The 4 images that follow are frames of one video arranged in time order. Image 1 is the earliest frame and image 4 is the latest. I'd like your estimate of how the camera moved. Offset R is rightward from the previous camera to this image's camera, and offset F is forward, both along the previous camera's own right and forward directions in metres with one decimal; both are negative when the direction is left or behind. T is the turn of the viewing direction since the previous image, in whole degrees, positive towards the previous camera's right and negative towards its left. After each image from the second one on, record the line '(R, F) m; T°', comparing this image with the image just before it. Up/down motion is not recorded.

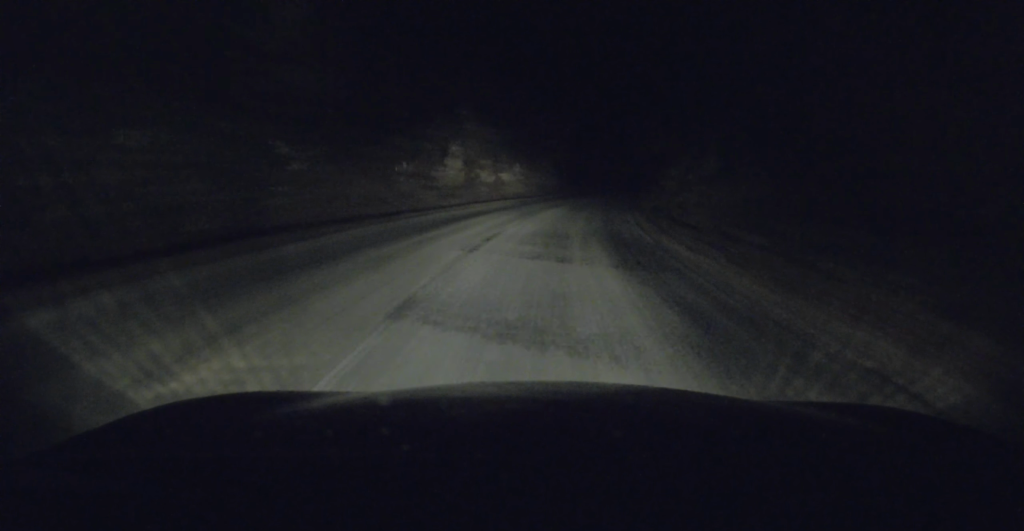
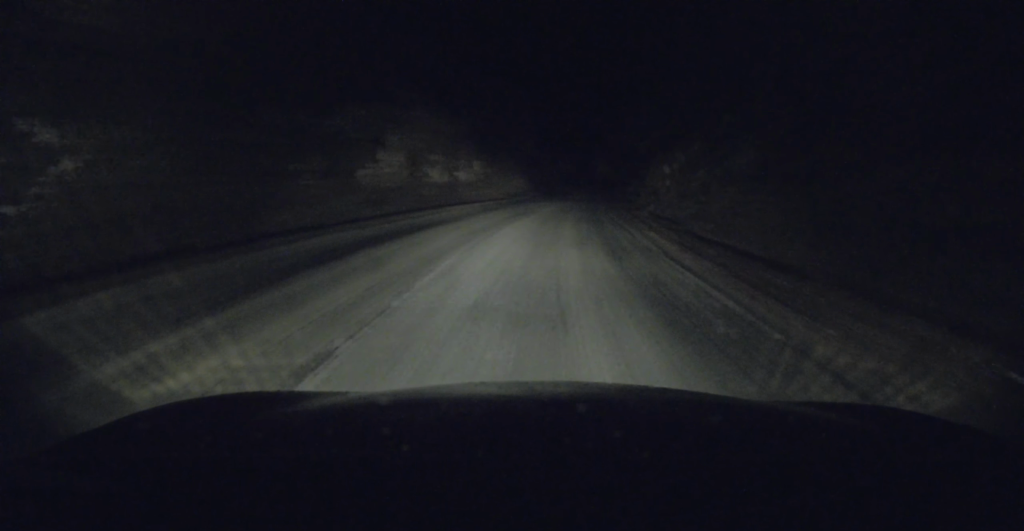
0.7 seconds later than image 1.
(+0.1, +9.2) m; +3°
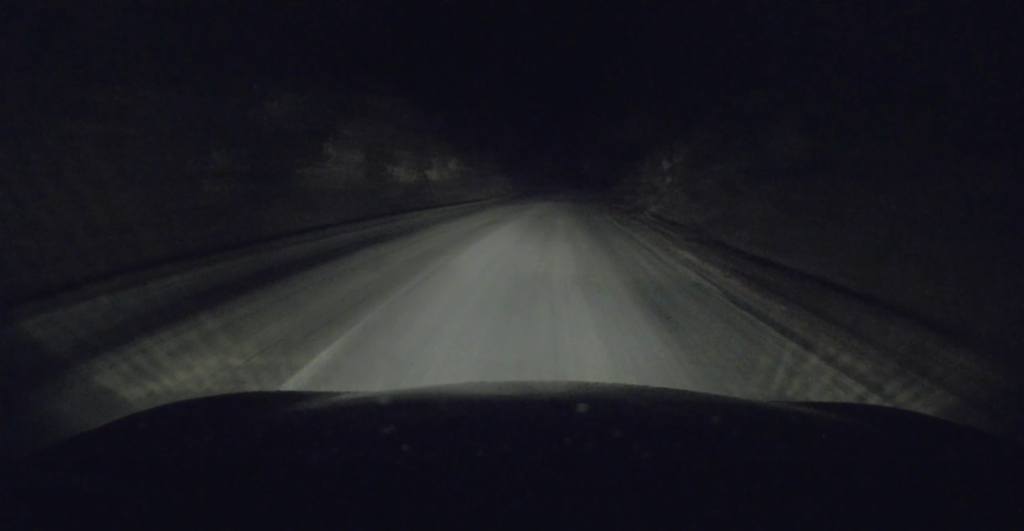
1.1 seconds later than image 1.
(+0.1, +5.1) m; +2°
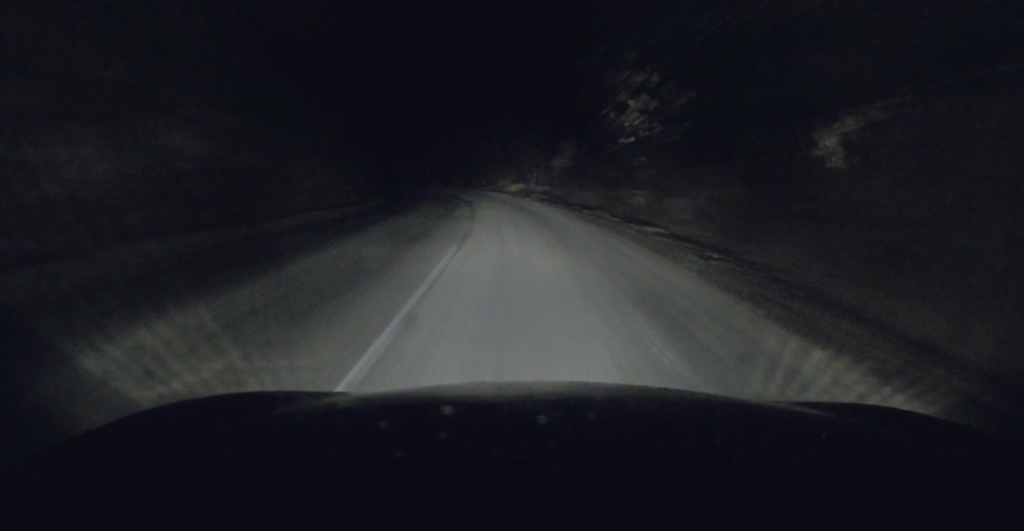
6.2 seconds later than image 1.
(+4.7, +63.0) m; +4°
